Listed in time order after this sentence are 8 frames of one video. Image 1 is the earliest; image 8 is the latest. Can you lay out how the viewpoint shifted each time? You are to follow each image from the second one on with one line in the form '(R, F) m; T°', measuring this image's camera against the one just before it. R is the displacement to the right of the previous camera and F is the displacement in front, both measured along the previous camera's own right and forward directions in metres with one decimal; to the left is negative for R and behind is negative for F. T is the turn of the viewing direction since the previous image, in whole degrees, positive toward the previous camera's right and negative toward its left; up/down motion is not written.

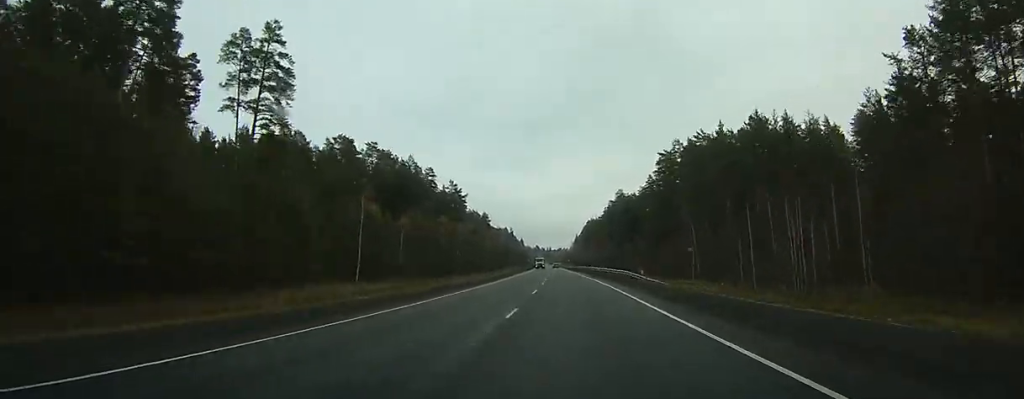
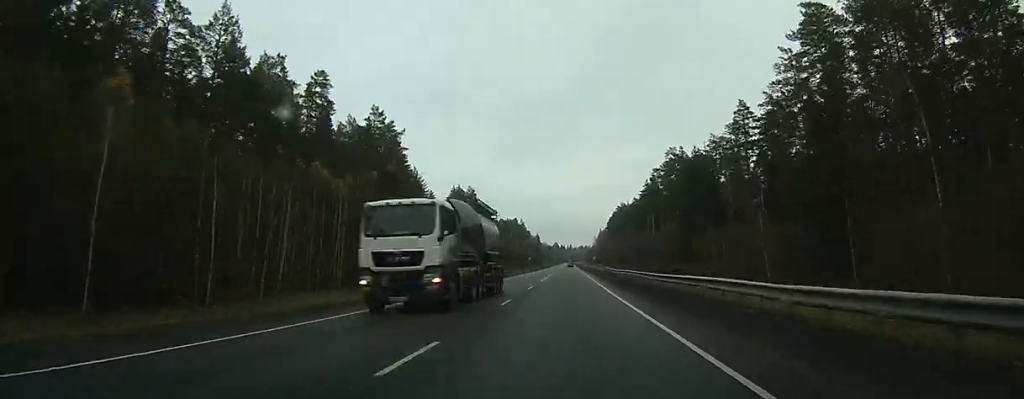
(-1.5, +91.4) m; -2°
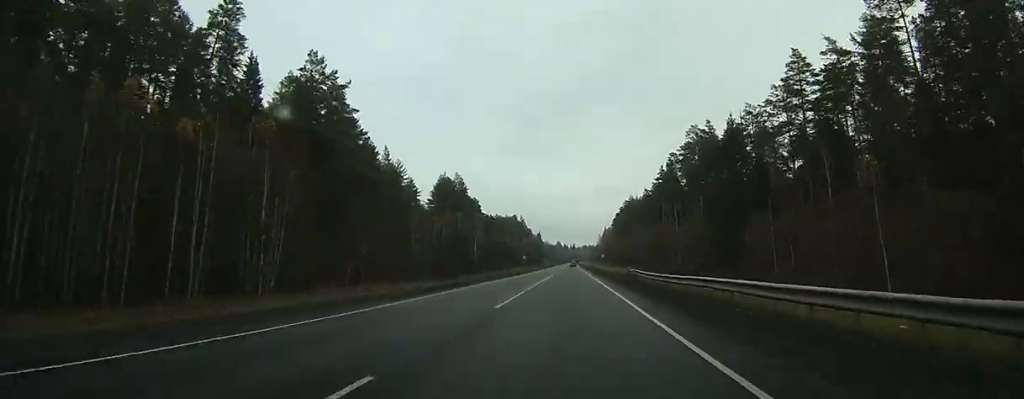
(-0.1, +27.1) m; -1°
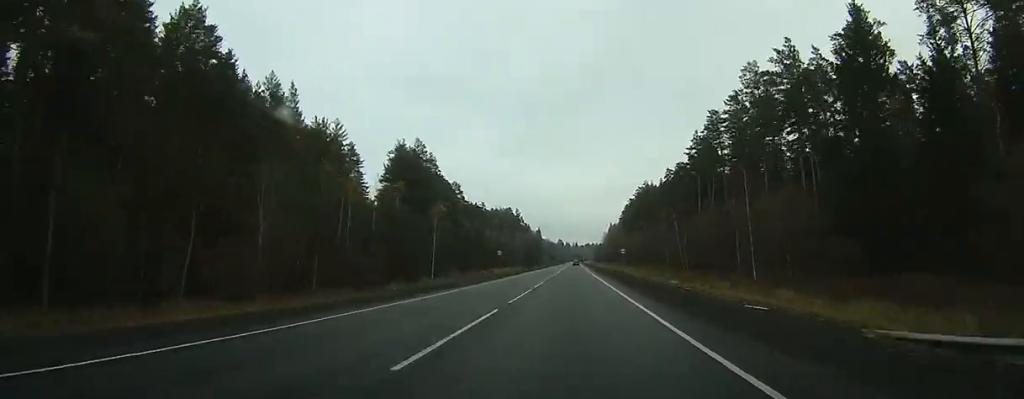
(-0.5, +45.9) m; -1°
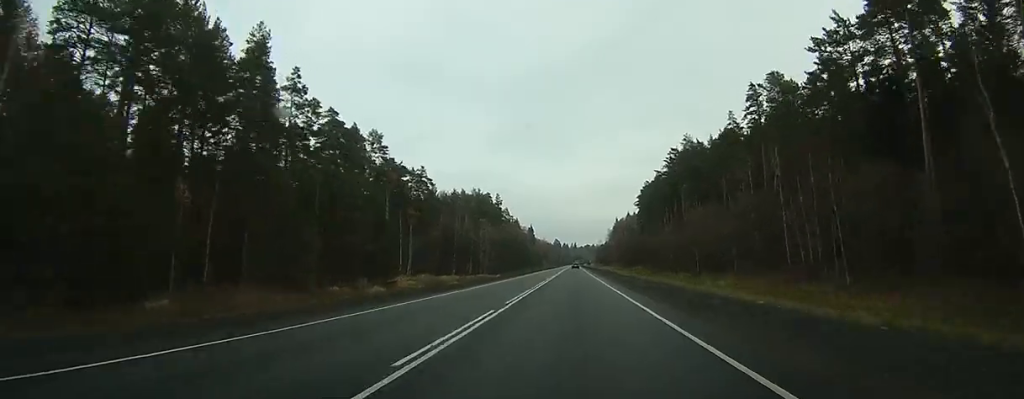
(-0.3, +83.2) m; 0°
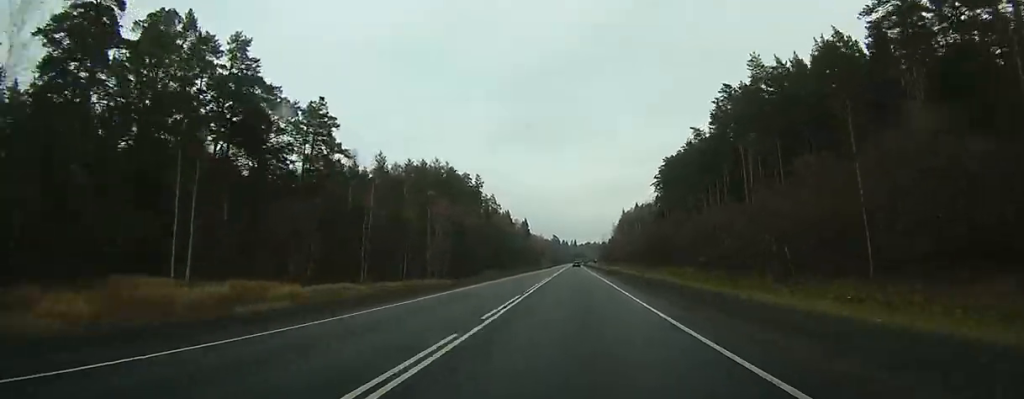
(+0.4, +53.6) m; +1°
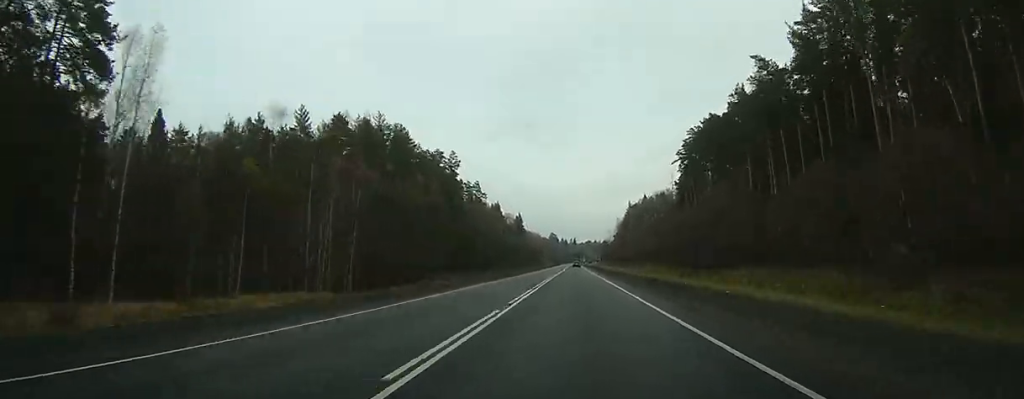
(+0.2, +43.0) m; 0°
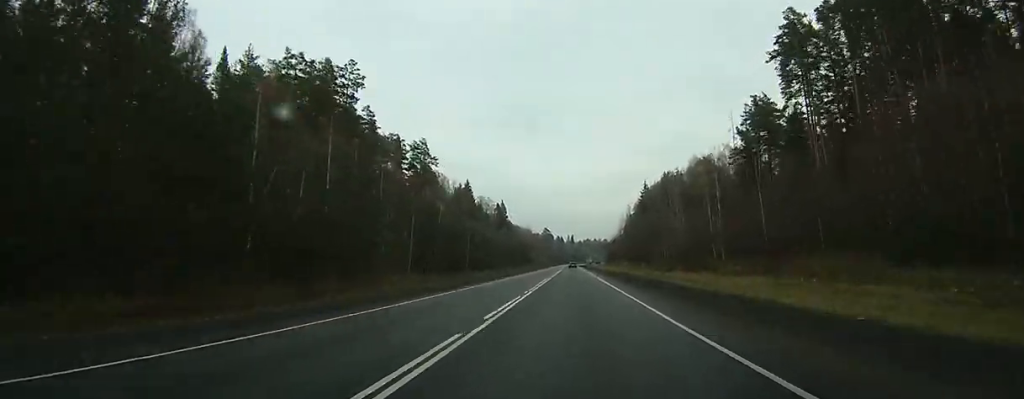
(+0.1, +77.2) m; 0°
